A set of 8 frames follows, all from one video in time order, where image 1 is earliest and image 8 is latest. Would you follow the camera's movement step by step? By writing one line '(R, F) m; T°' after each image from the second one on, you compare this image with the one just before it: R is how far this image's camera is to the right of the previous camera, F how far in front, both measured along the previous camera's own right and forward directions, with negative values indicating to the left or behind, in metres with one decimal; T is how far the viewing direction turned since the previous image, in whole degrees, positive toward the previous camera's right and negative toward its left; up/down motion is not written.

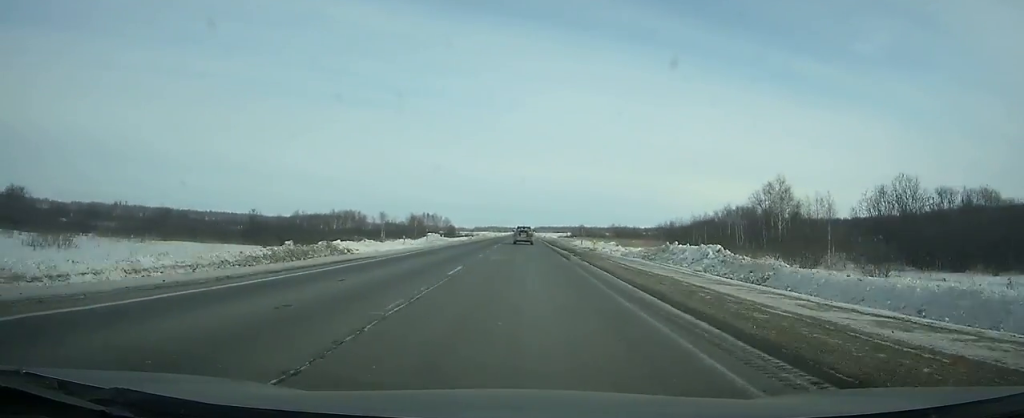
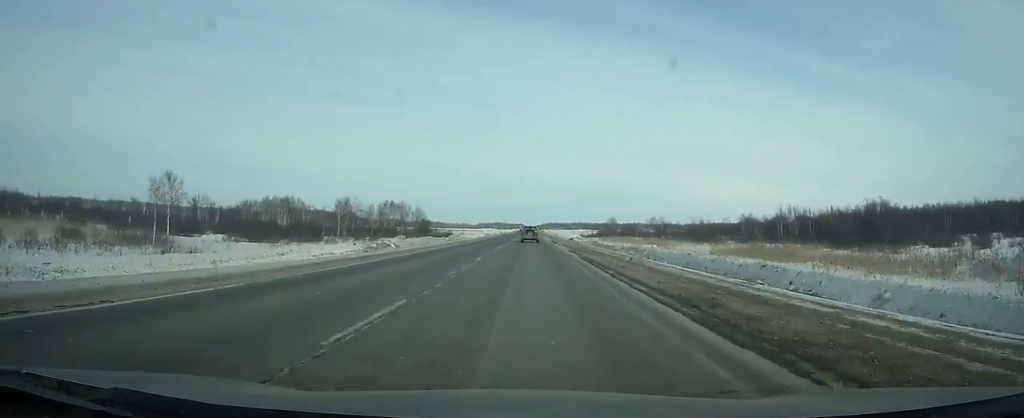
(+0.1, +91.2) m; 0°
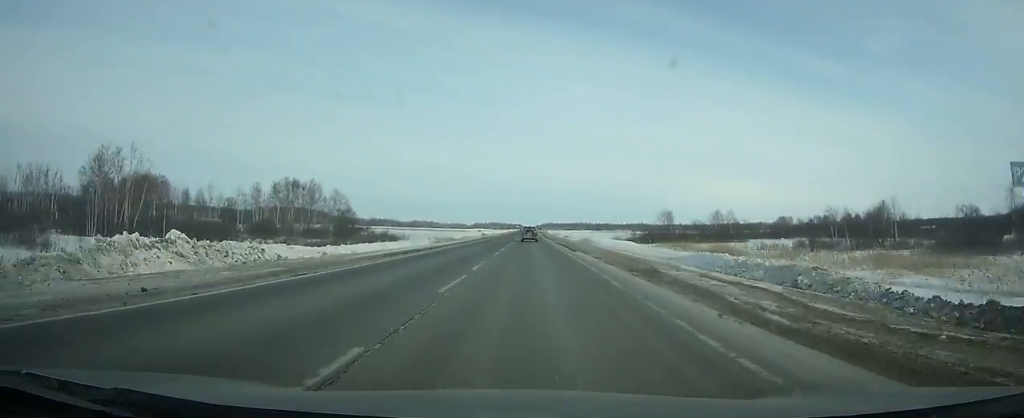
(-0.2, +83.6) m; 0°
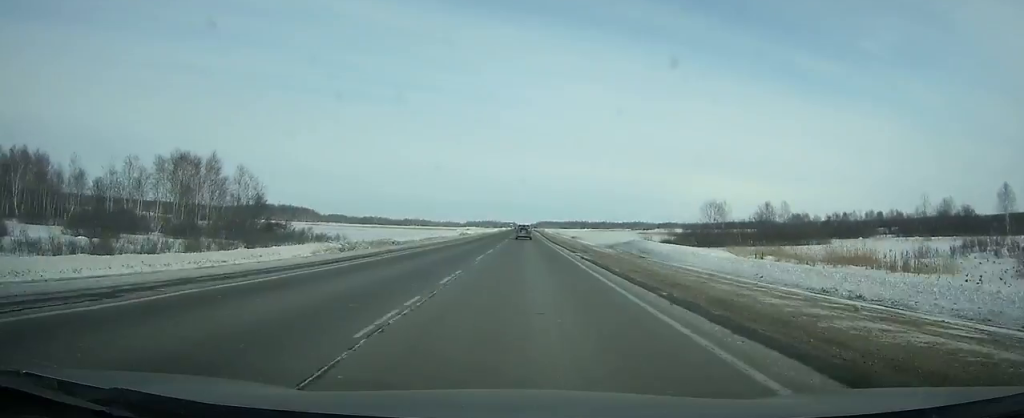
(0.0, +36.6) m; 0°
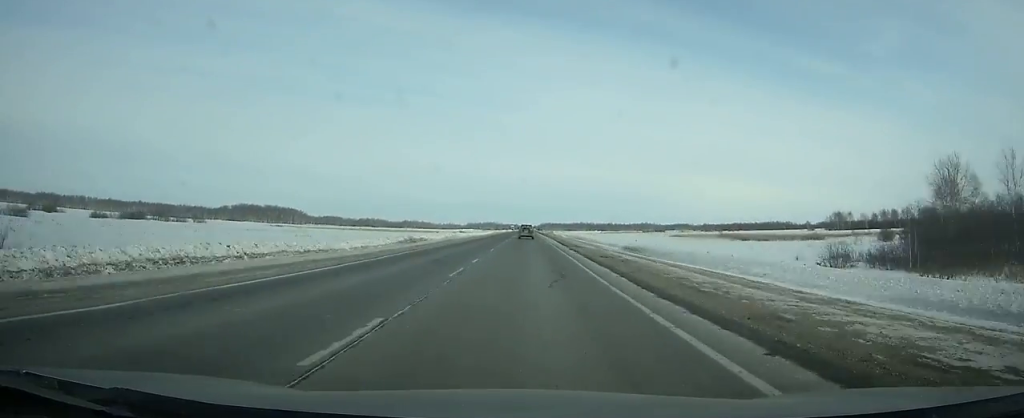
(+0.1, +57.6) m; 0°
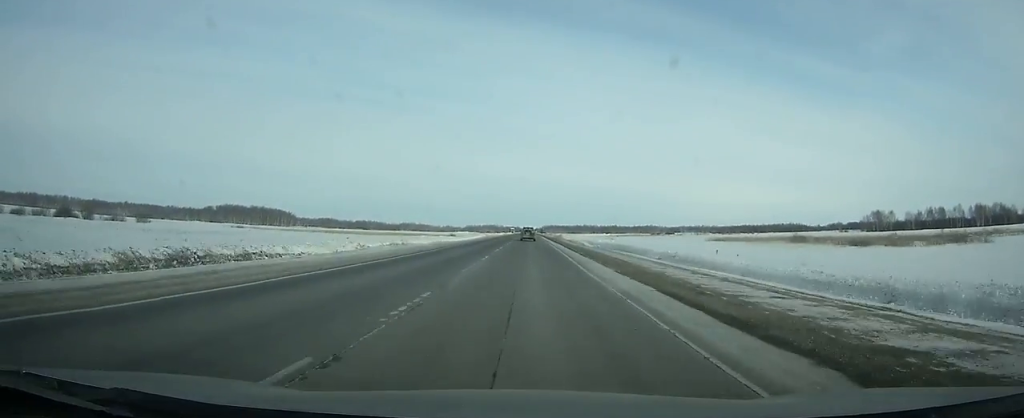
(+0.1, +44.7) m; 0°
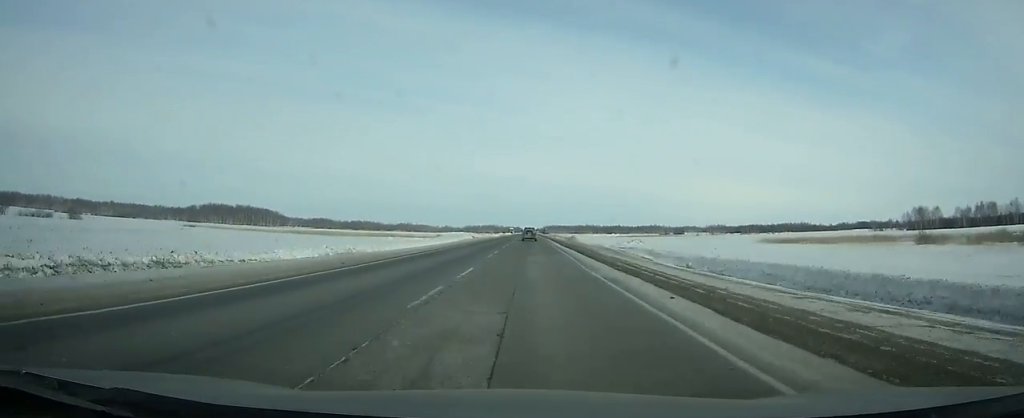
(0.0, +42.1) m; 0°
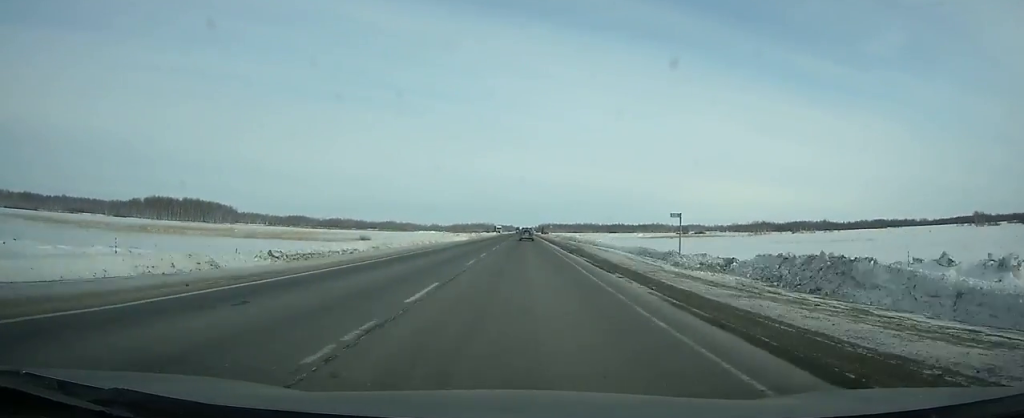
(+0.1, +100.5) m; 0°
